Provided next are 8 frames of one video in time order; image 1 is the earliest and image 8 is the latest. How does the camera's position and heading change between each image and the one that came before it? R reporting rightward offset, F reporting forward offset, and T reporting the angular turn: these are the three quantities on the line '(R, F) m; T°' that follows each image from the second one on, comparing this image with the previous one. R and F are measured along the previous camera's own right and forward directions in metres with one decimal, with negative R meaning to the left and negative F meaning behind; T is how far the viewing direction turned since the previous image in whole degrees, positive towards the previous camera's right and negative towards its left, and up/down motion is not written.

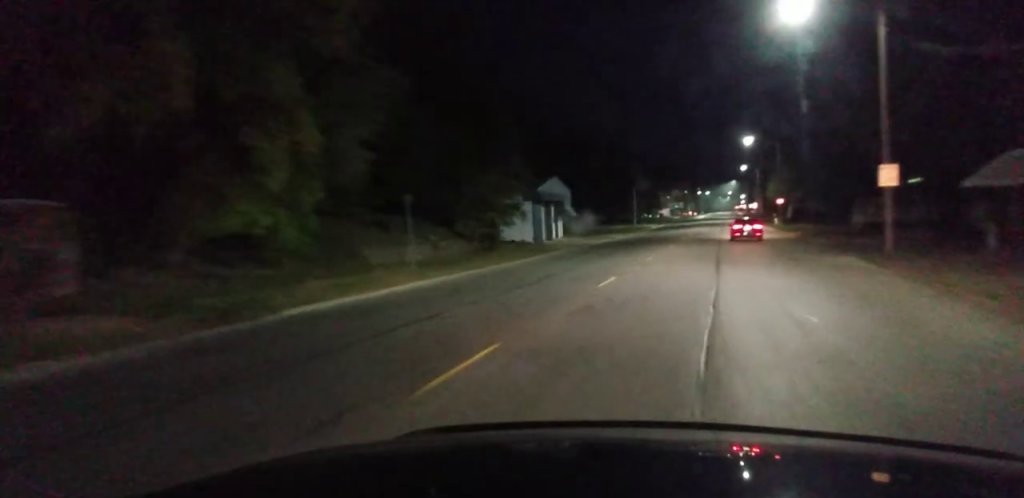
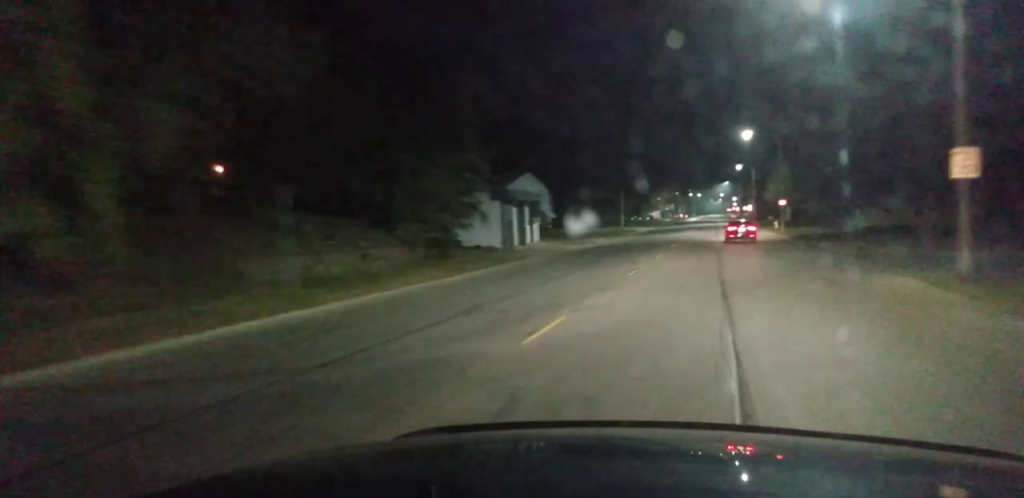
(0.0, +9.2) m; +1°
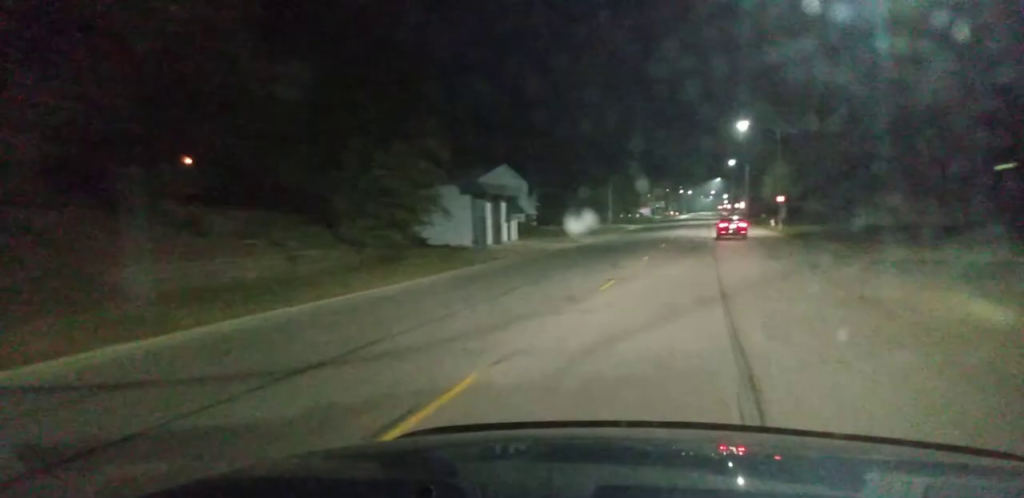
(+0.2, +6.5) m; 0°
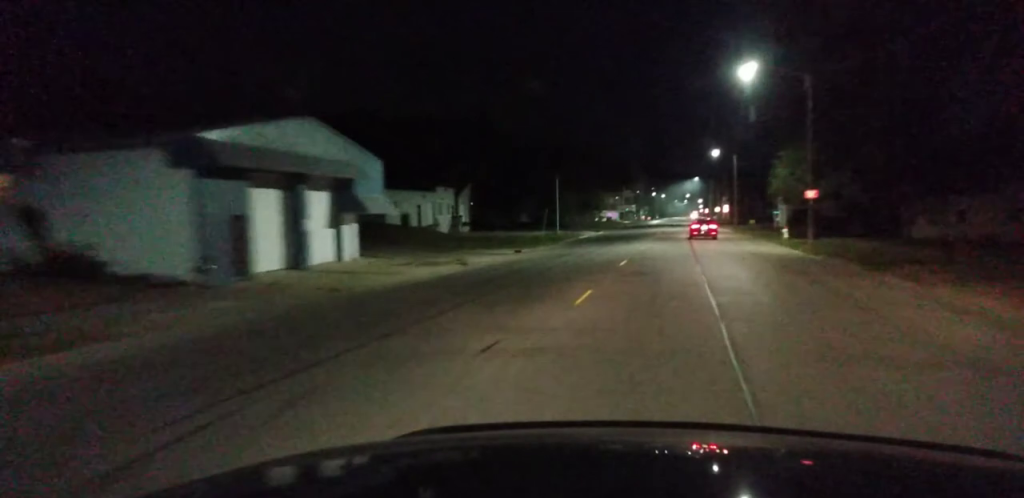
(-0.2, +28.1) m; -1°
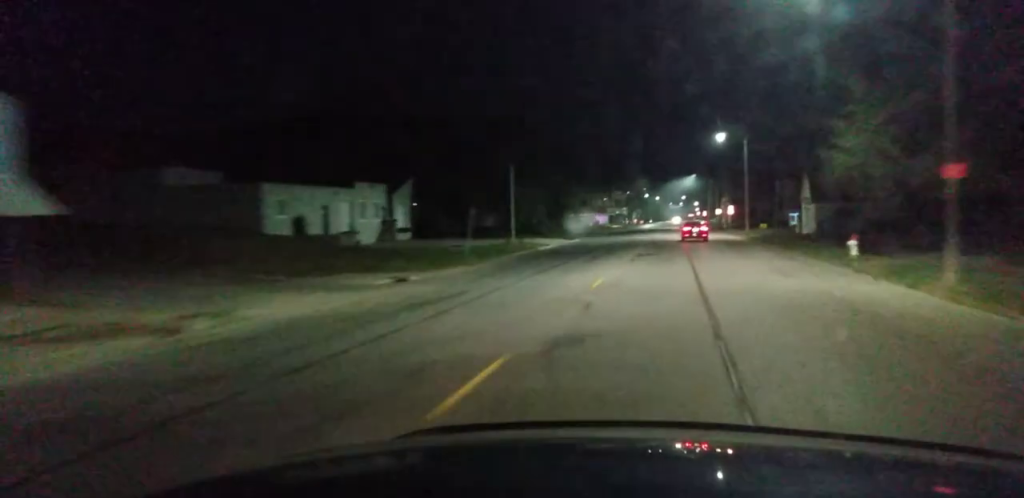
(-0.3, +21.7) m; -1°
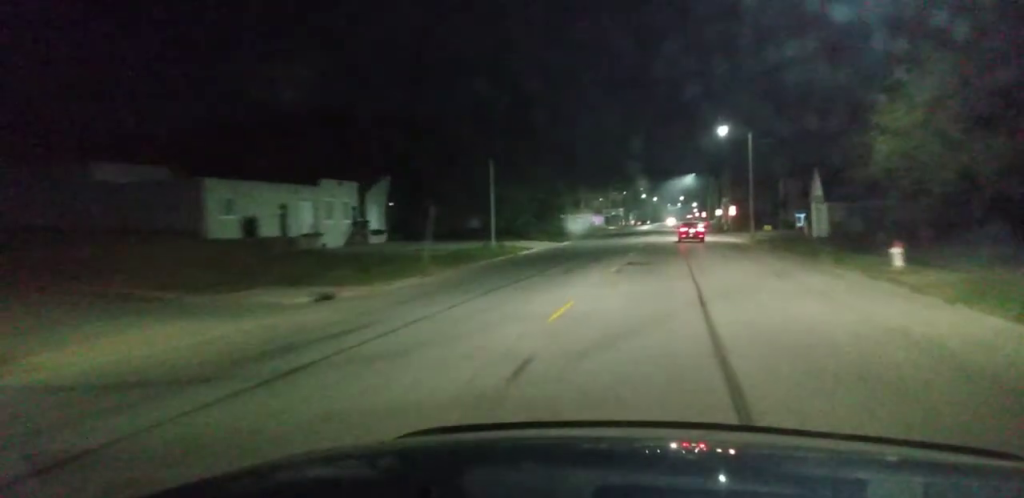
(0.0, +6.2) m; 0°
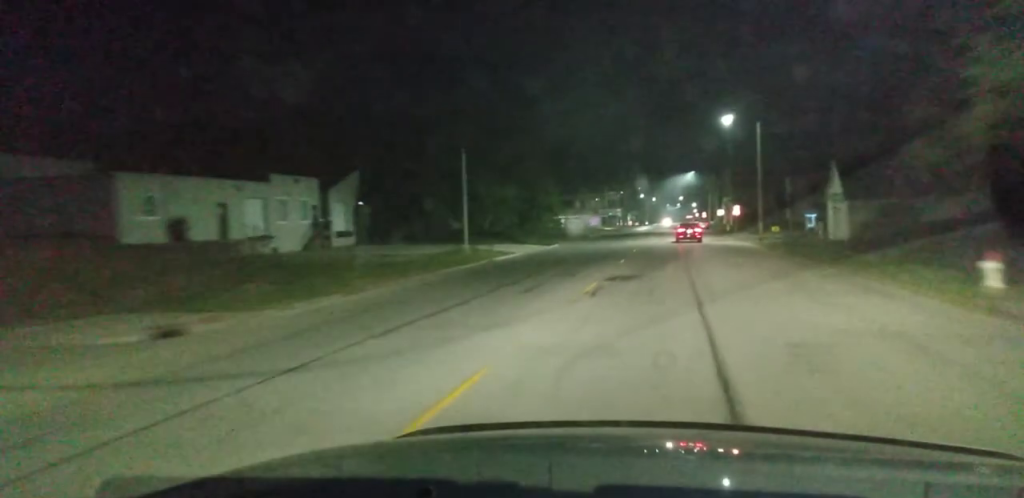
(0.0, +7.0) m; 0°
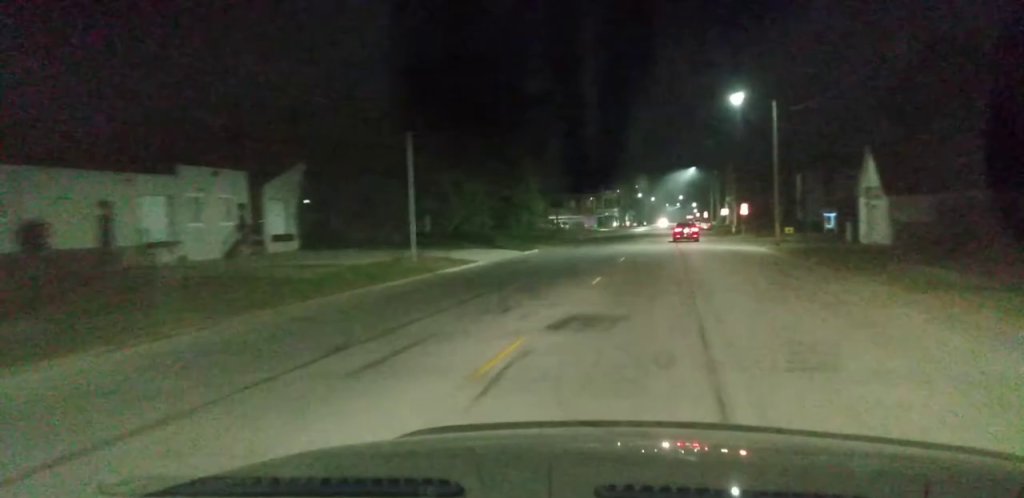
(0.0, +10.1) m; +1°
